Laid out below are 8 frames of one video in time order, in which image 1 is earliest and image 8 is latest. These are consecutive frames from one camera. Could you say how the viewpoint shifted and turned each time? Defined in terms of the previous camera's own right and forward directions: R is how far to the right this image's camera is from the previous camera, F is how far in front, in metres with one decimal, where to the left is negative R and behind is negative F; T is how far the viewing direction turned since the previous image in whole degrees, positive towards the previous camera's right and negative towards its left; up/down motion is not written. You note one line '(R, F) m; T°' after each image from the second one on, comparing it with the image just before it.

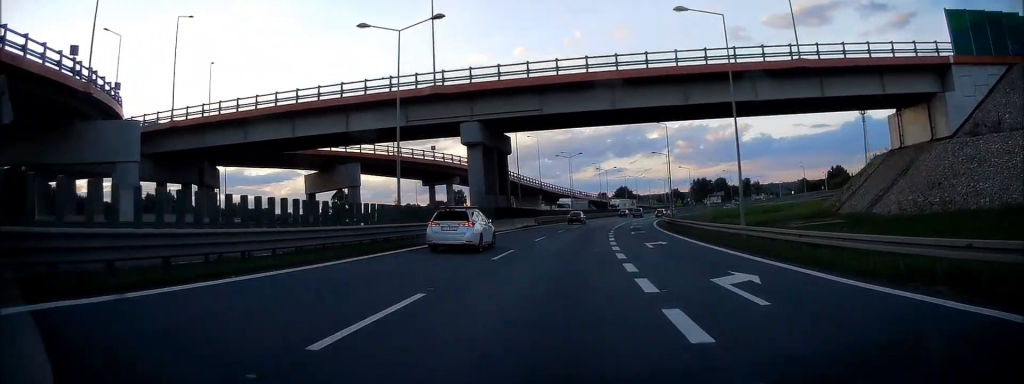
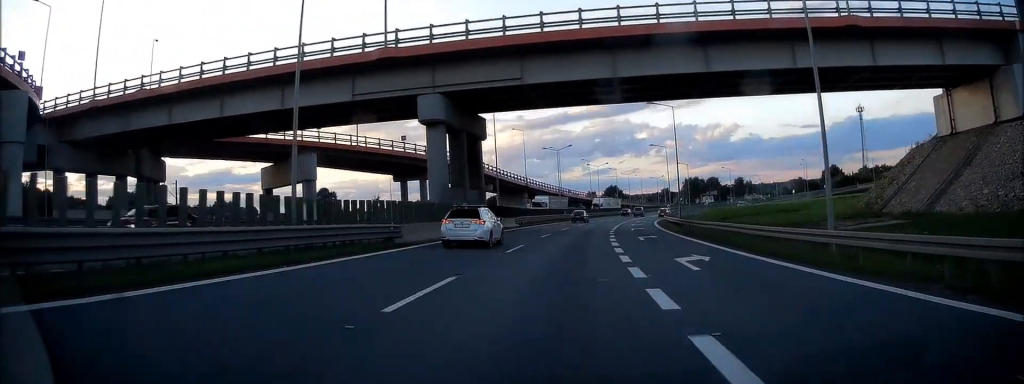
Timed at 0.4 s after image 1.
(0.0, +9.8) m; +1°
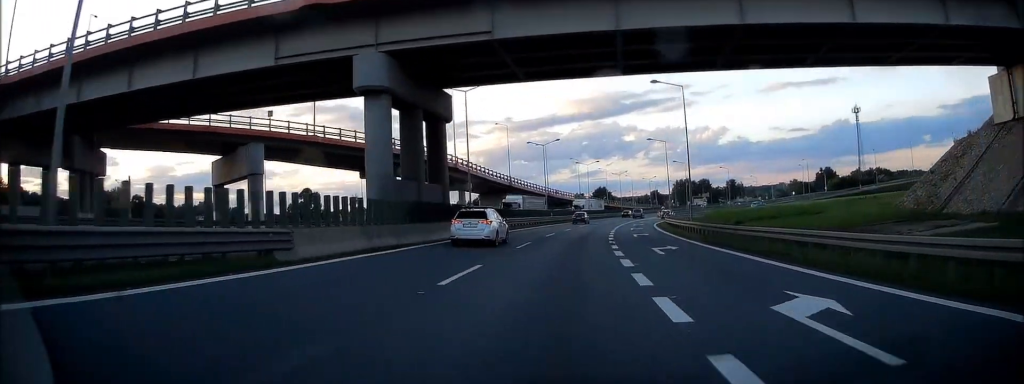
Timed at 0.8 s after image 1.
(+0.2, +9.1) m; +1°
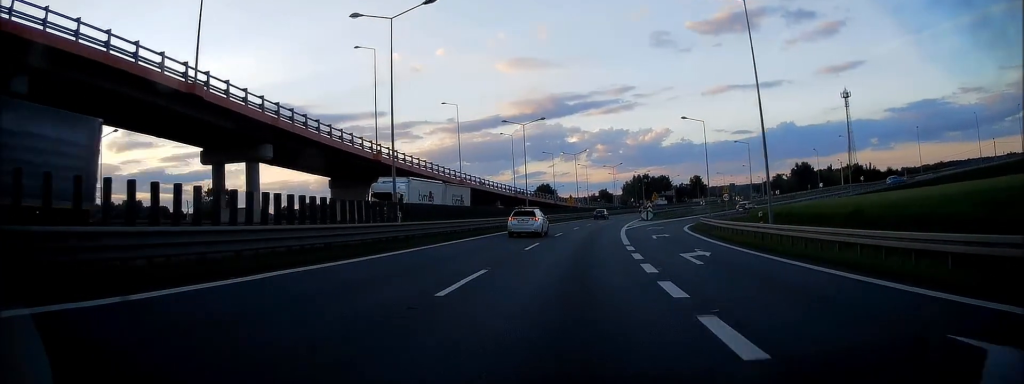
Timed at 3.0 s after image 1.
(+3.0, +49.7) m; +7°
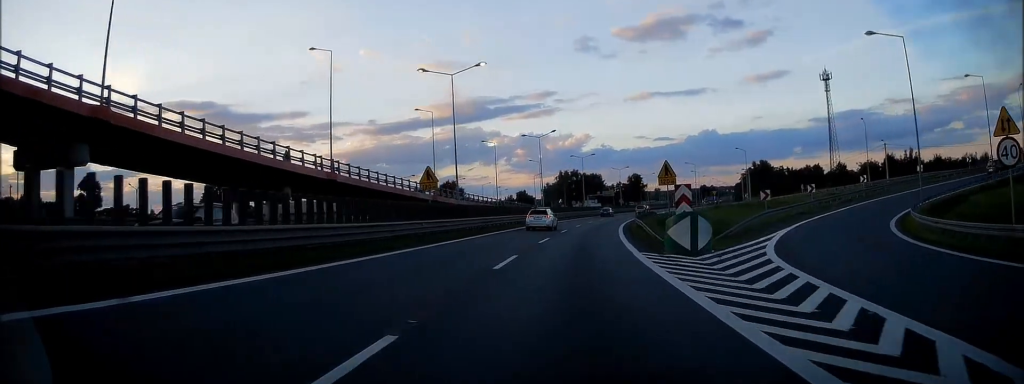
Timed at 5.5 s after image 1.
(+3.1, +55.3) m; +6°
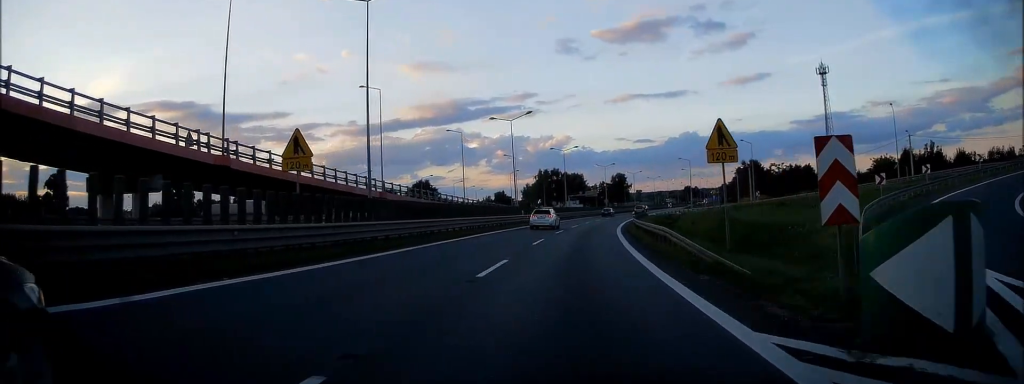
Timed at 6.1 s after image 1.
(+0.2, +13.8) m; +2°
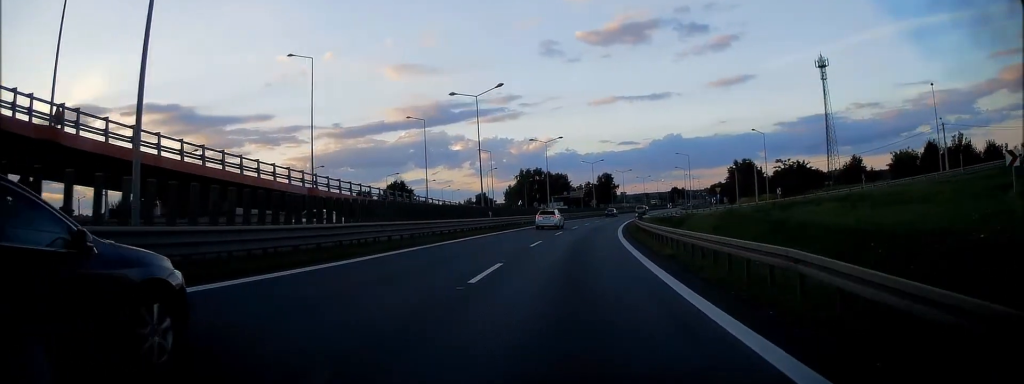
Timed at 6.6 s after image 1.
(+0.2, +13.0) m; +2°
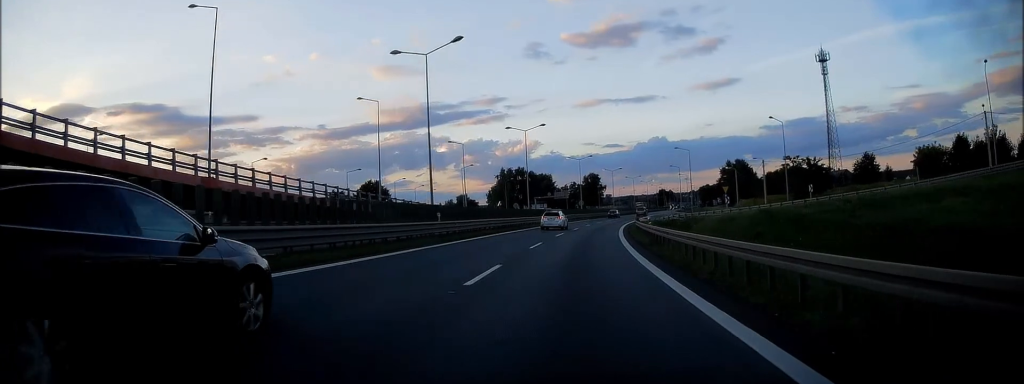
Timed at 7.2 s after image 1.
(0.0, +12.3) m; +2°
